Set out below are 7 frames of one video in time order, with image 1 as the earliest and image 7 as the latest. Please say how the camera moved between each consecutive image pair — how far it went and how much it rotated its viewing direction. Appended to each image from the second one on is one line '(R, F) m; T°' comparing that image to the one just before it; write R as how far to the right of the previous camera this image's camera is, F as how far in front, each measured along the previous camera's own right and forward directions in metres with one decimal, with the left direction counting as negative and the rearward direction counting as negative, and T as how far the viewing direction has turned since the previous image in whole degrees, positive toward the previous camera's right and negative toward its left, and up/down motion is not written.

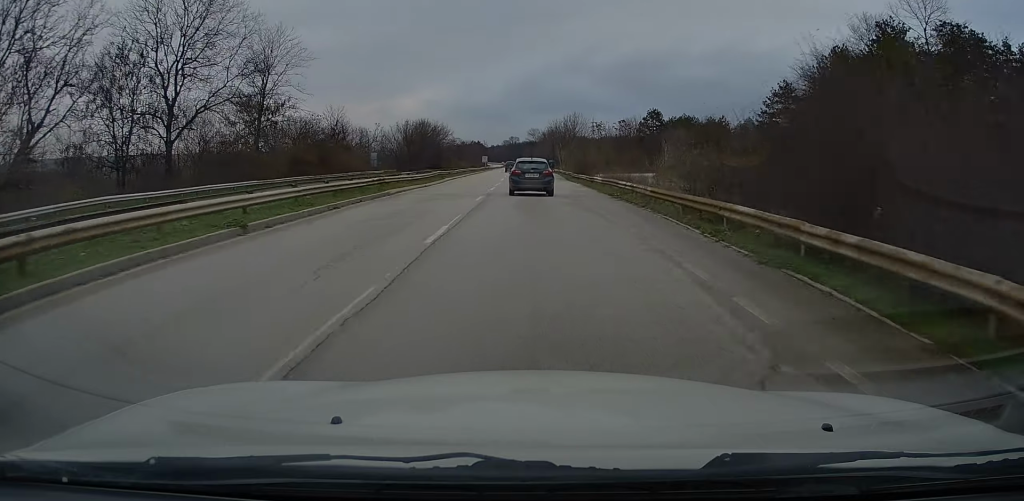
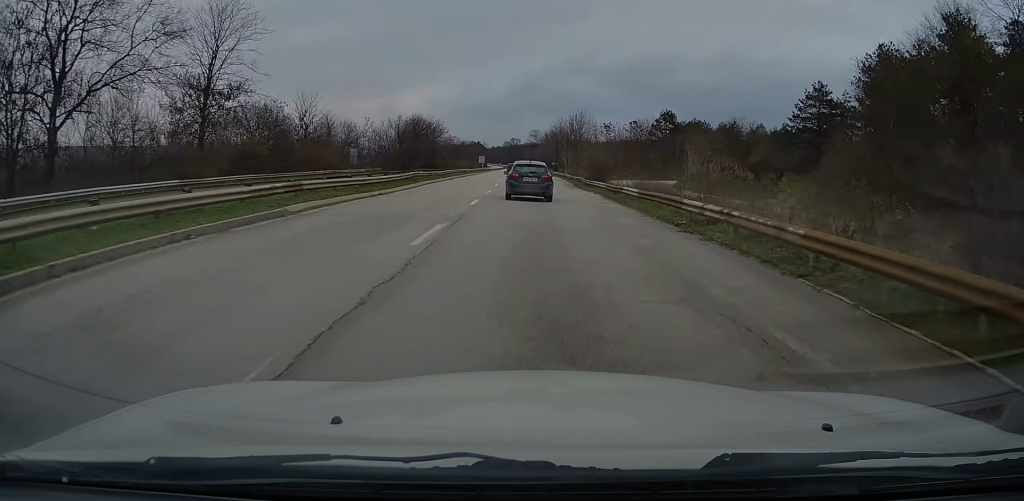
(0.0, +11.2) m; +1°
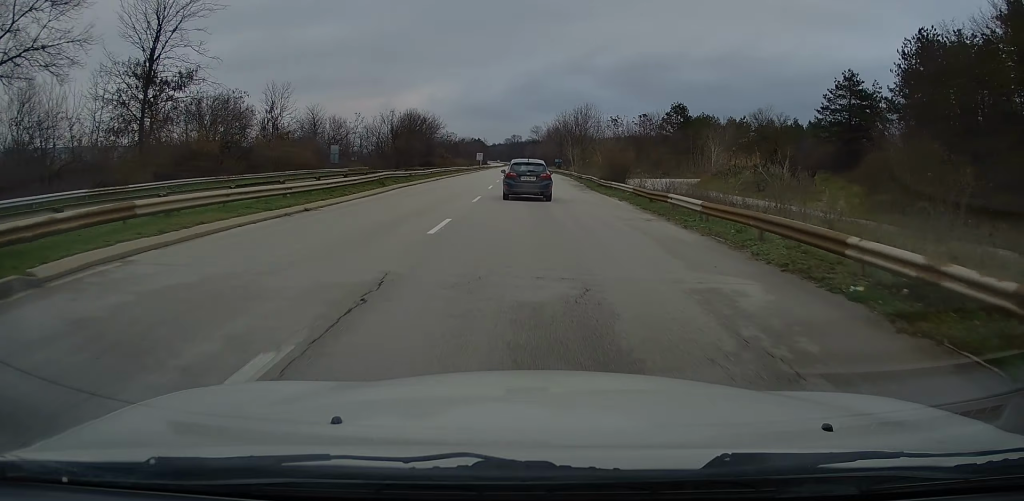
(+0.1, +8.6) m; 0°
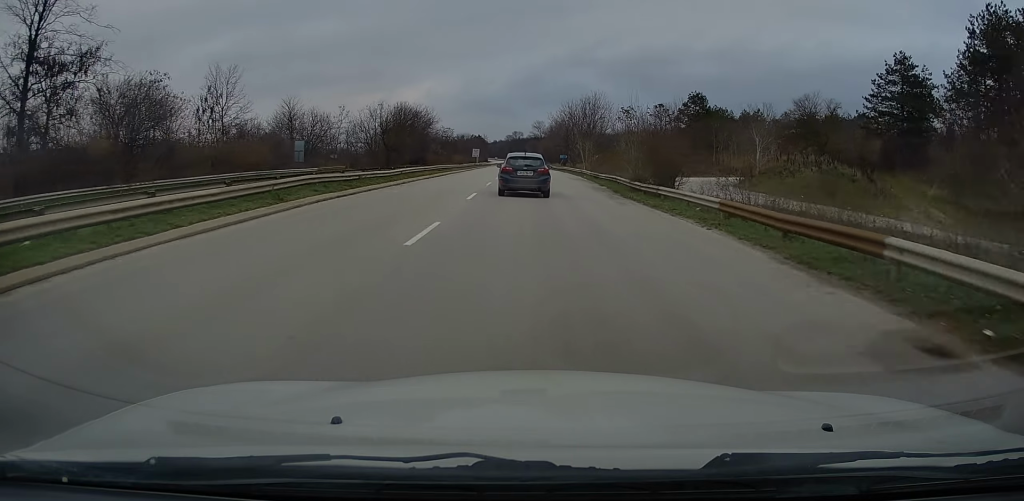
(+0.3, +11.8) m; 0°
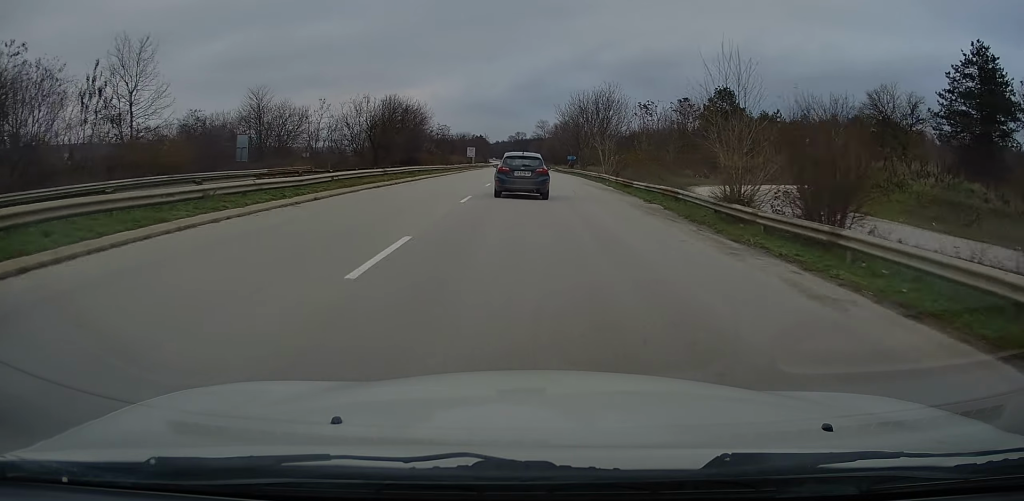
(-0.2, +13.1) m; -2°
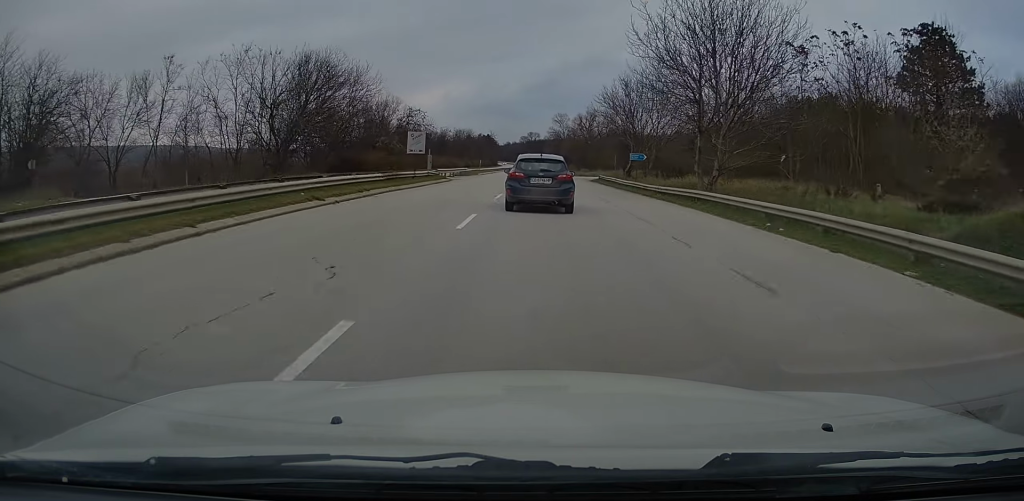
(-0.7, +49.6) m; 0°
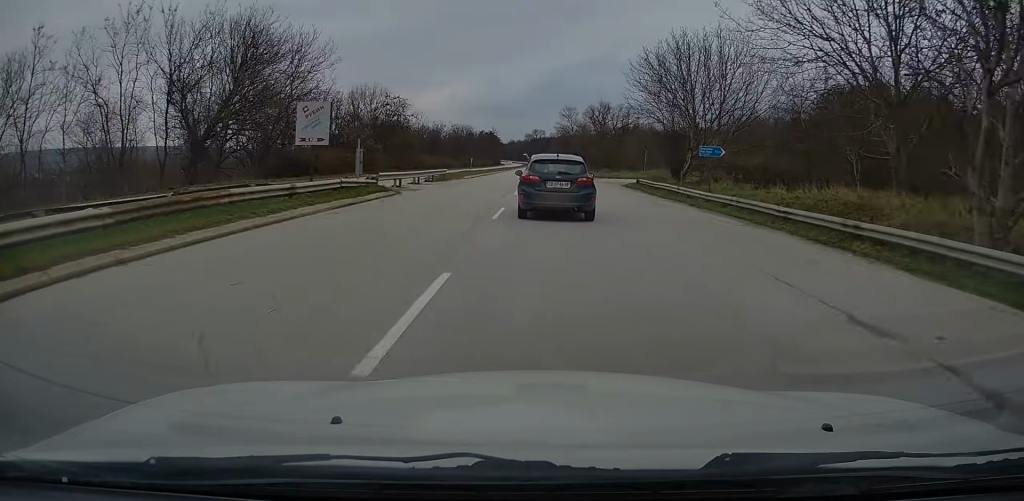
(0.0, +18.3) m; -1°
